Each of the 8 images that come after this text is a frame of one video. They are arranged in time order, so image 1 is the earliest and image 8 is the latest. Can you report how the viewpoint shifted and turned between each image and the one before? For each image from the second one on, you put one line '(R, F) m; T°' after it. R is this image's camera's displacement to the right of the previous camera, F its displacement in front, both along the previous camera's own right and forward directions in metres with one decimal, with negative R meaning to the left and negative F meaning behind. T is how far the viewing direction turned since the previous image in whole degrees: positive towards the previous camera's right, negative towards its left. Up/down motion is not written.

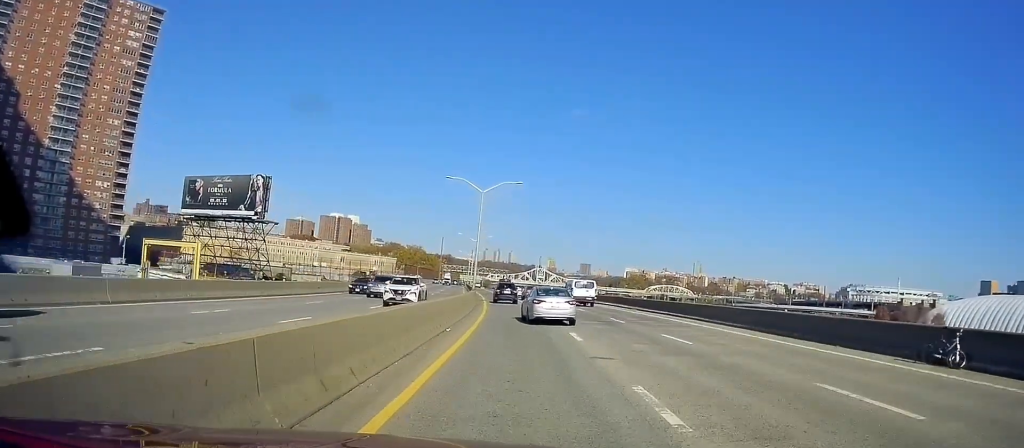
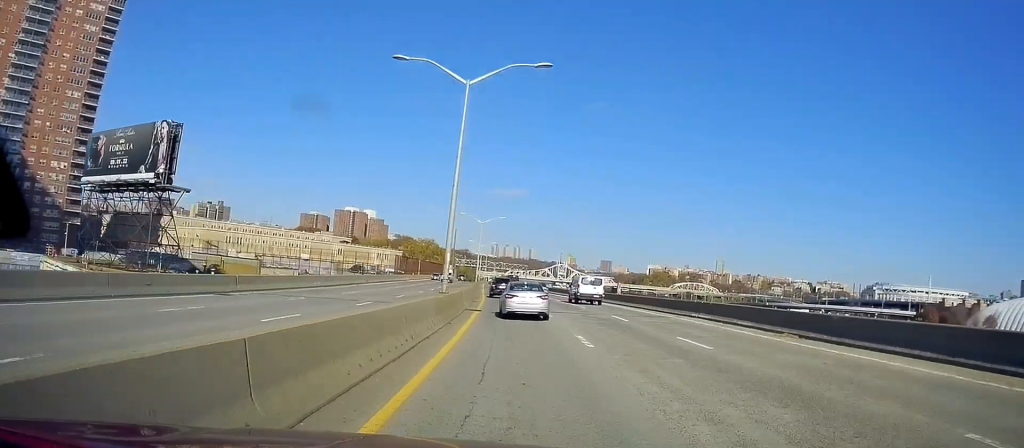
(+0.3, +24.7) m; -1°
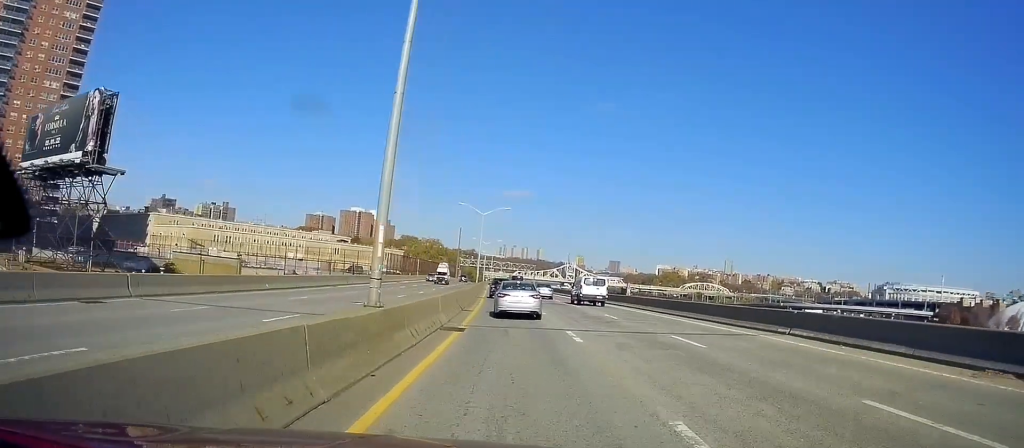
(-0.2, +10.5) m; -1°
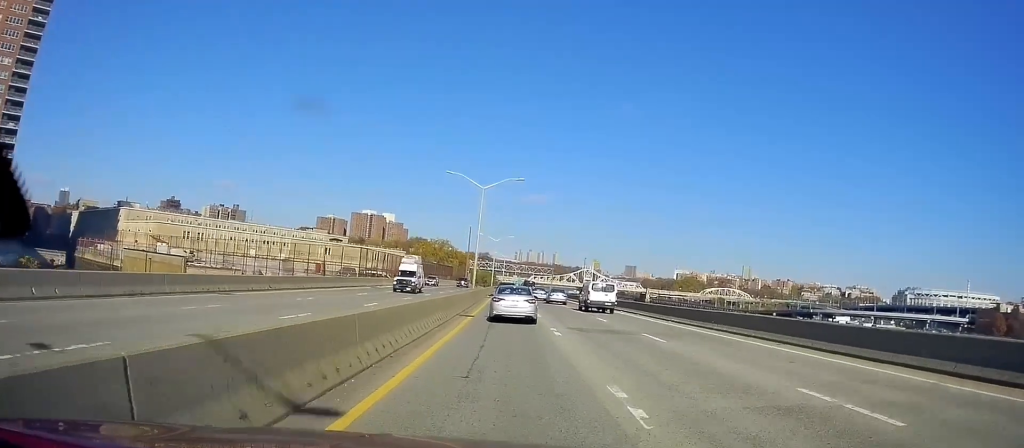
(-0.6, +21.1) m; -2°
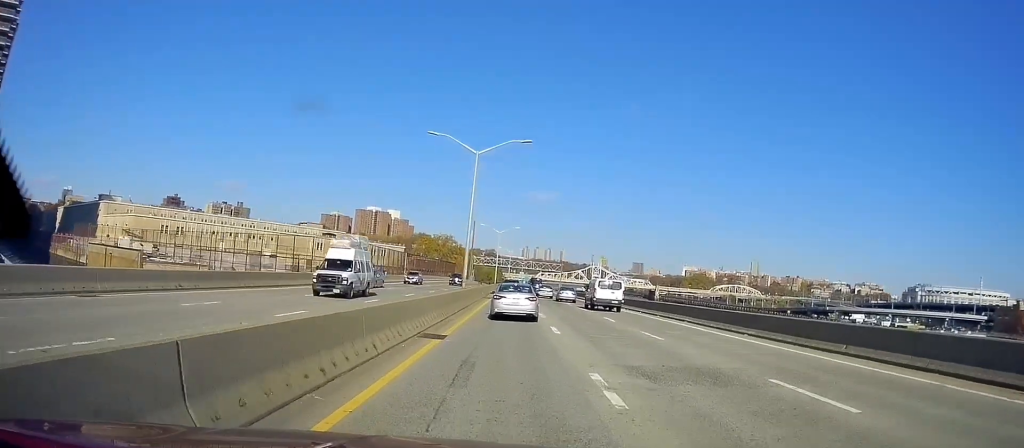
(-0.2, +11.3) m; -1°
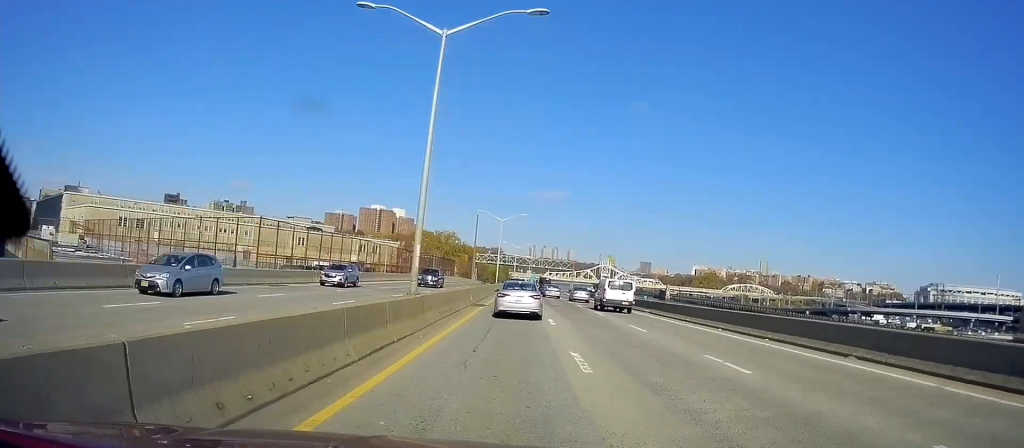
(-0.1, +16.5) m; 0°
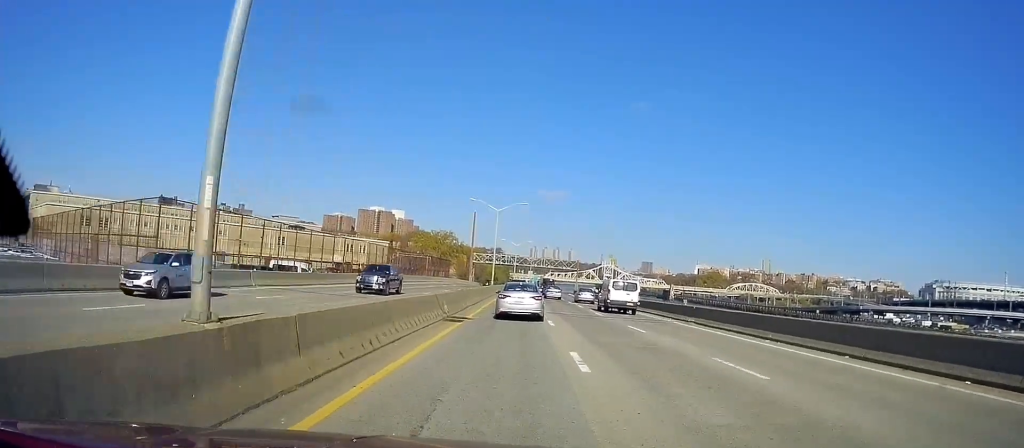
(0.0, +11.2) m; 0°
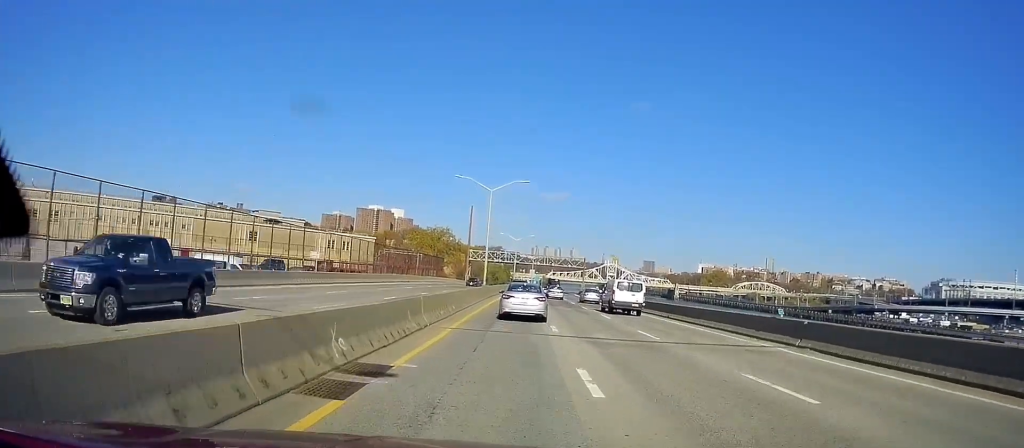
(0.0, +13.3) m; -1°
